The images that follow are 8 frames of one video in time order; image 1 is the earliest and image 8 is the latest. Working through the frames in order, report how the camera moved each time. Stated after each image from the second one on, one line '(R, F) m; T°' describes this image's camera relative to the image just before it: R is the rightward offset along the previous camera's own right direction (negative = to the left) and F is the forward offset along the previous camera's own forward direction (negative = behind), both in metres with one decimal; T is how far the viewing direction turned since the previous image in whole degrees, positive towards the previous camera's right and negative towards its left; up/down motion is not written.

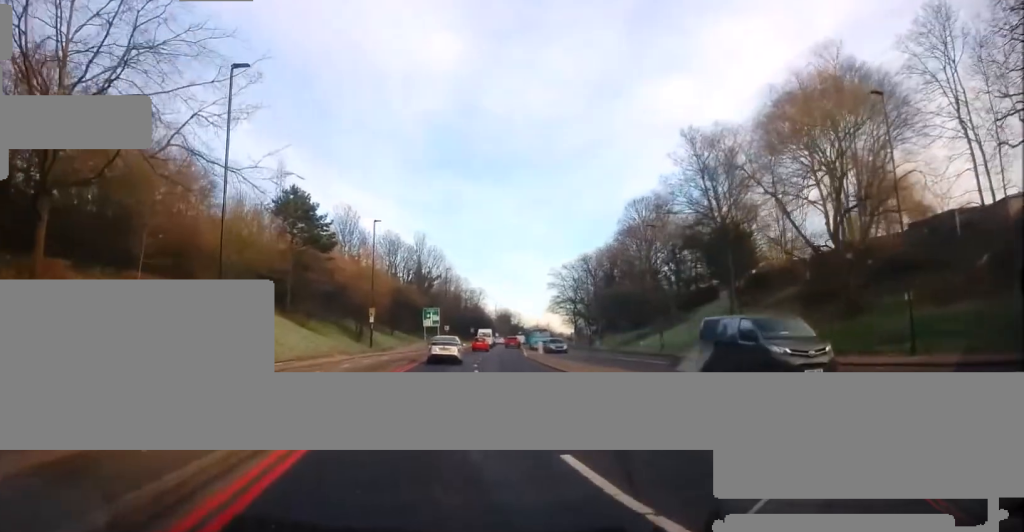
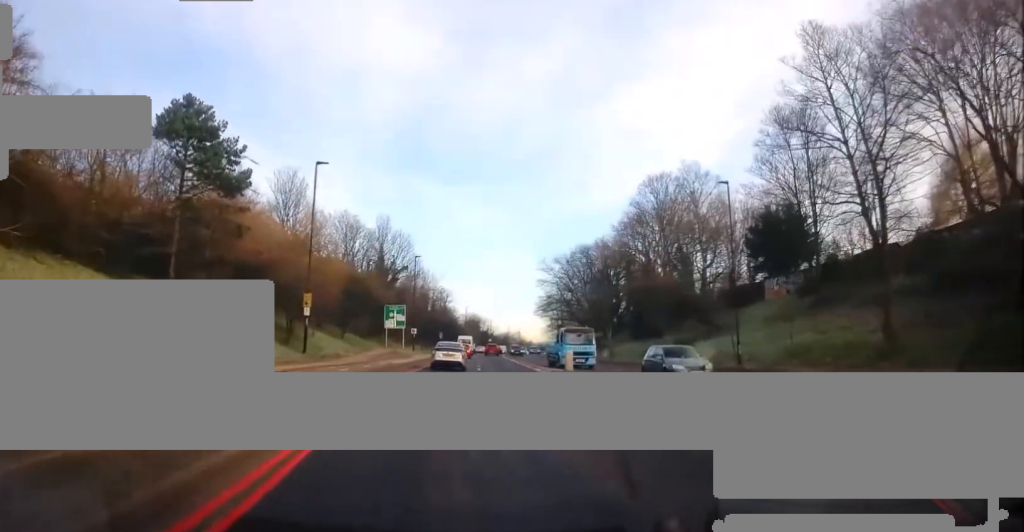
(+0.9, +20.8) m; +4°
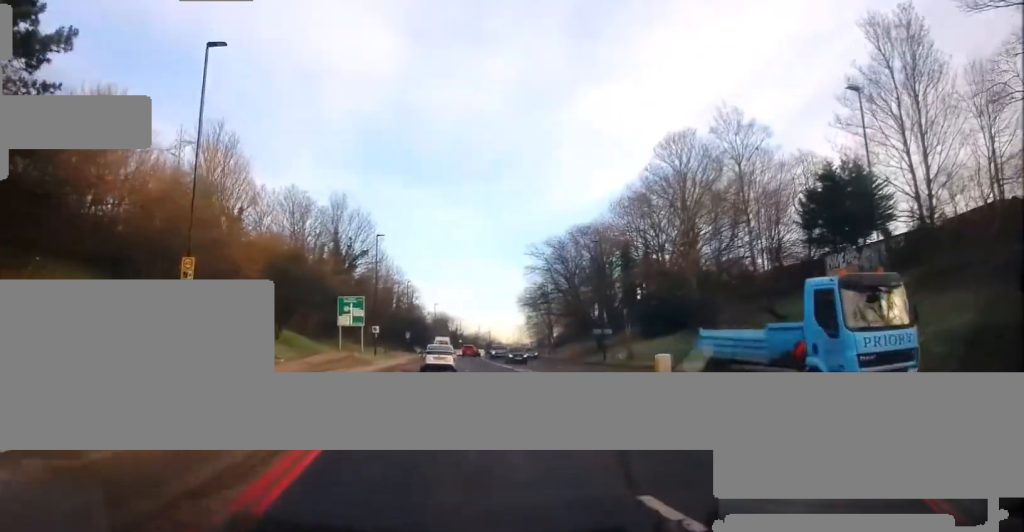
(+0.3, +16.9) m; +2°
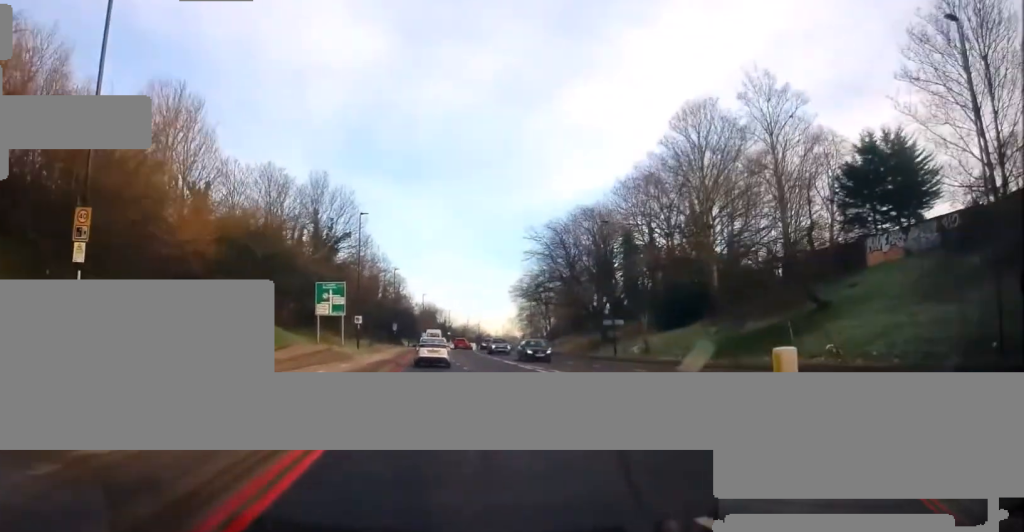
(0.0, +6.5) m; 0°
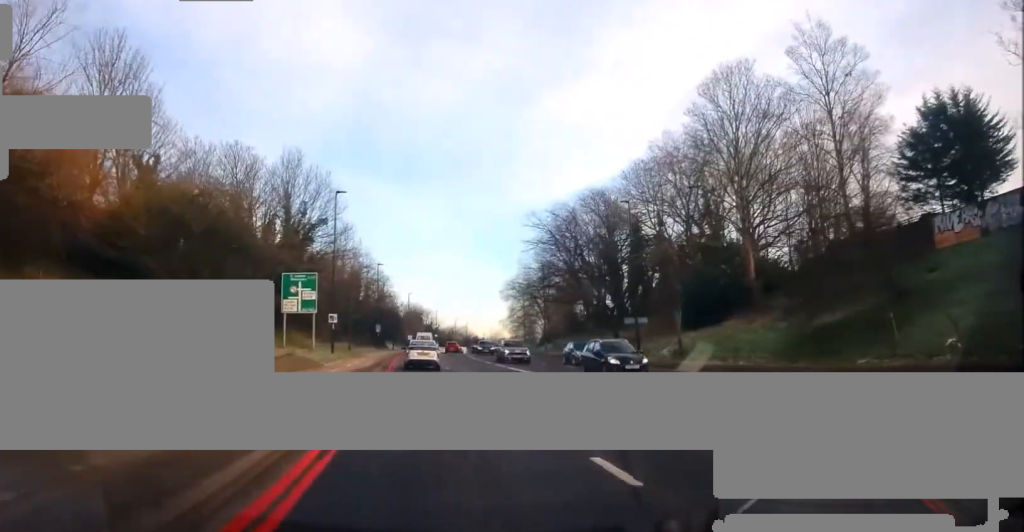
(0.0, +8.8) m; 0°
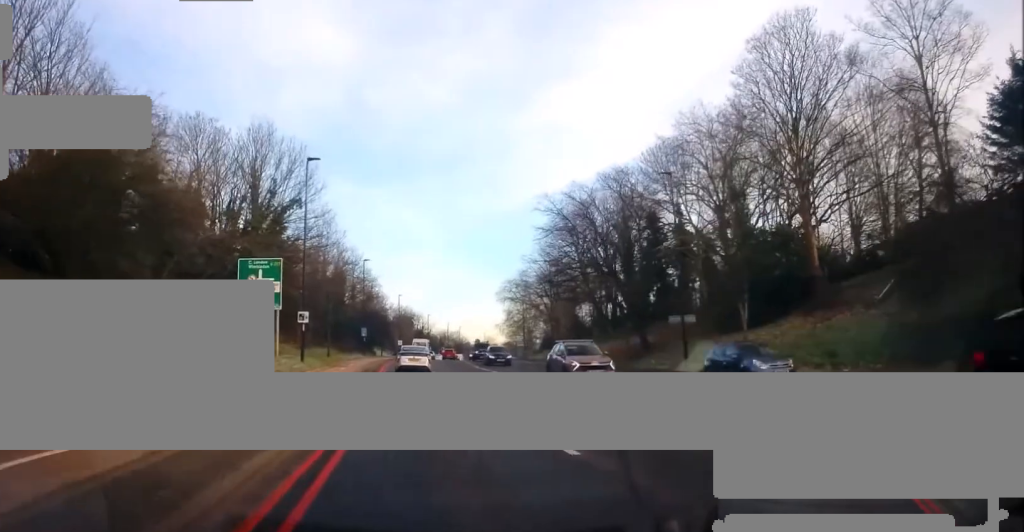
(0.0, +9.2) m; +1°
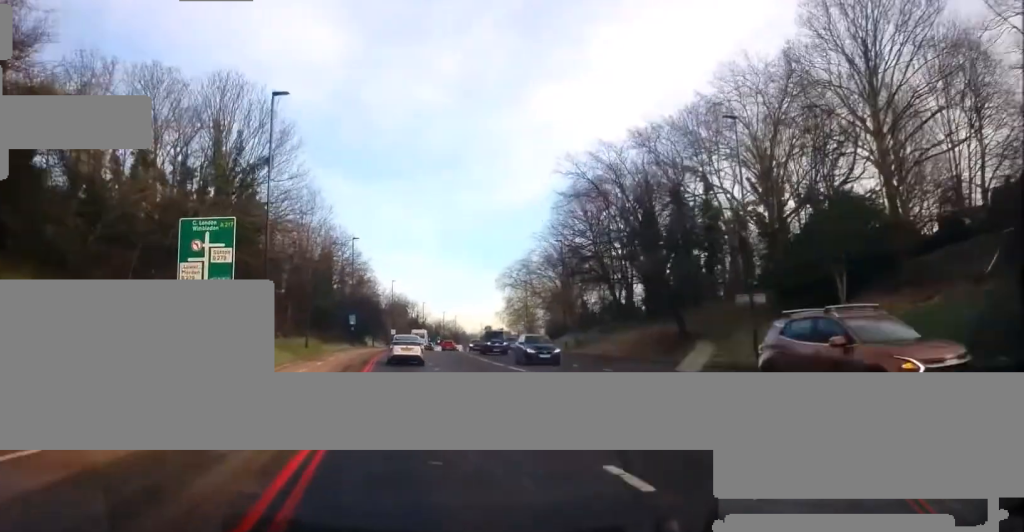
(+0.1, +7.9) m; +1°
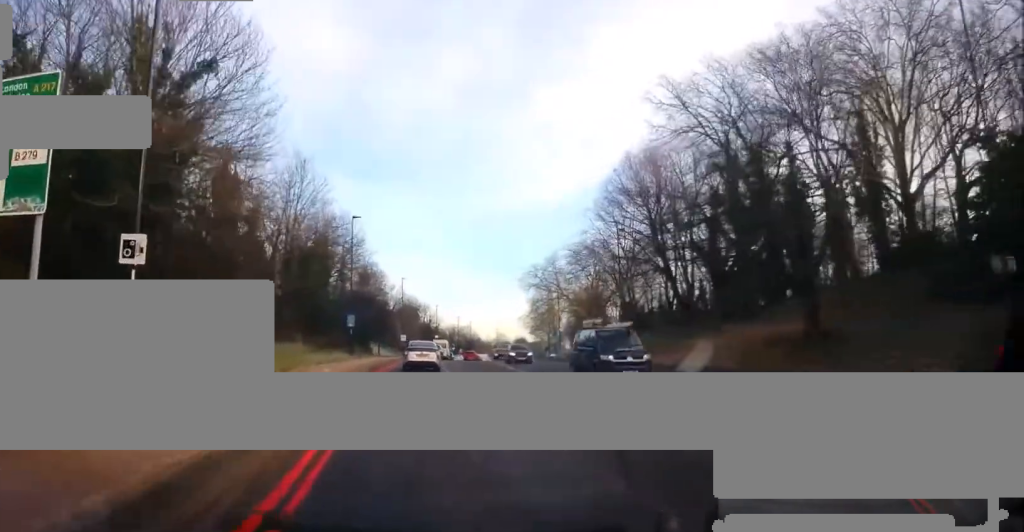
(+0.3, +13.4) m; +1°
